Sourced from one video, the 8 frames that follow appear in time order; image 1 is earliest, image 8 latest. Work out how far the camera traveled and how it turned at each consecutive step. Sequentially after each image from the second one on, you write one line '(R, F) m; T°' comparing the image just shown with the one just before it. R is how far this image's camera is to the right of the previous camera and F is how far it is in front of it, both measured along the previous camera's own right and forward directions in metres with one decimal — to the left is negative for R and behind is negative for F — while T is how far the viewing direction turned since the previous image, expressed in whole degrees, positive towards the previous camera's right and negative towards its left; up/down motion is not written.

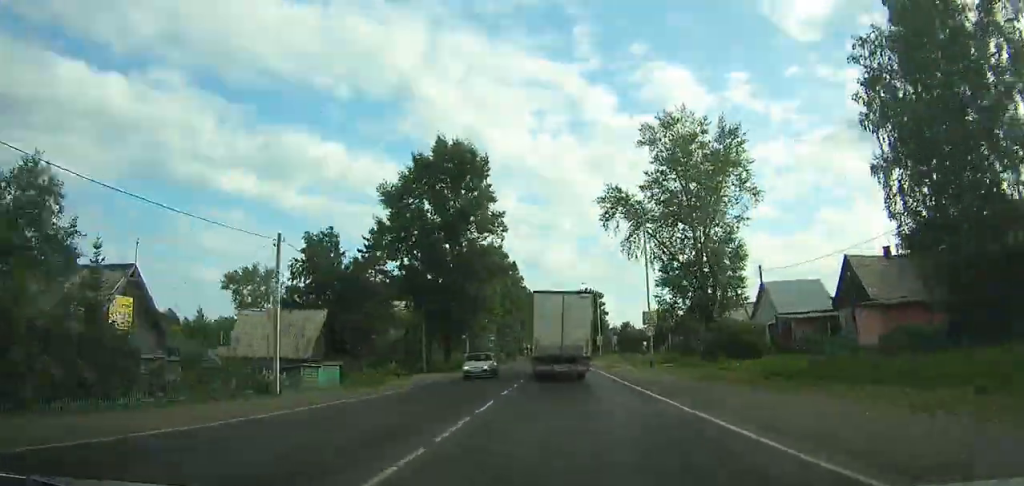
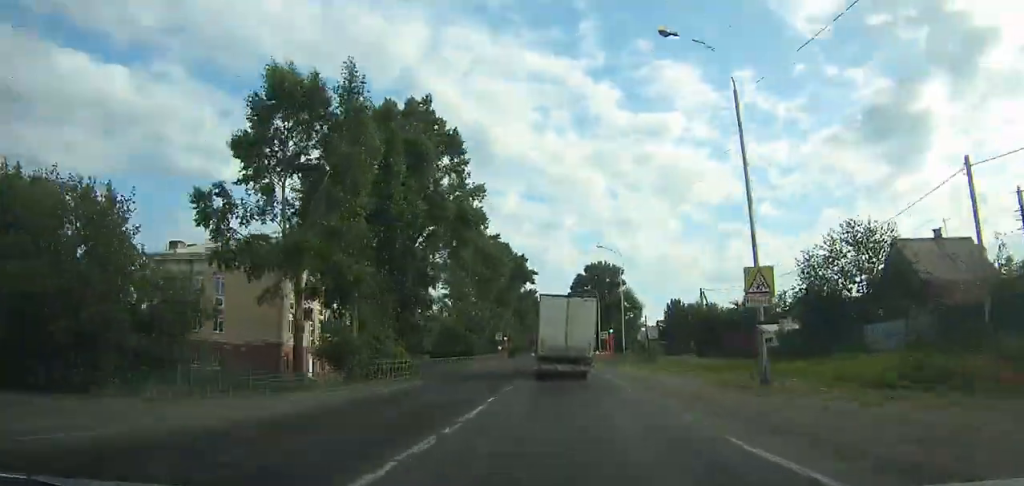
(+2.7, +69.7) m; +2°
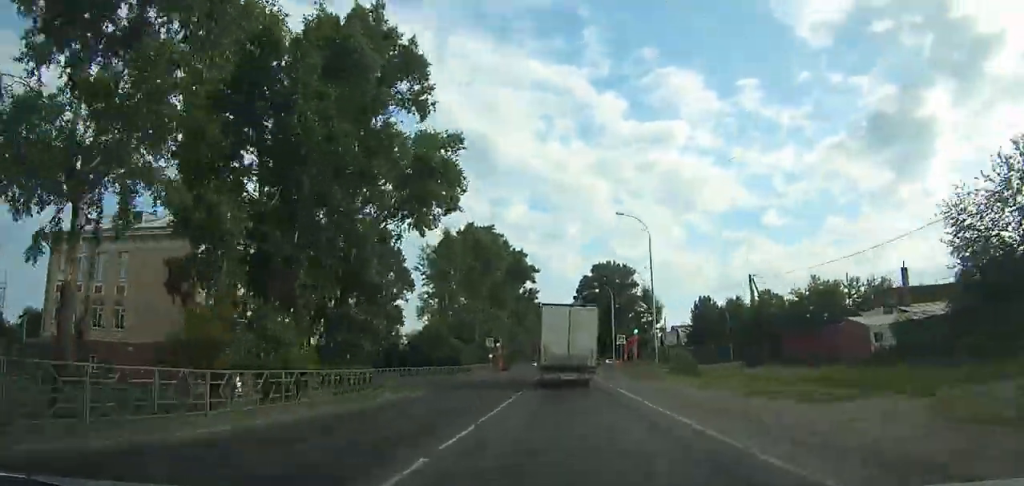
(-0.1, +15.5) m; 0°
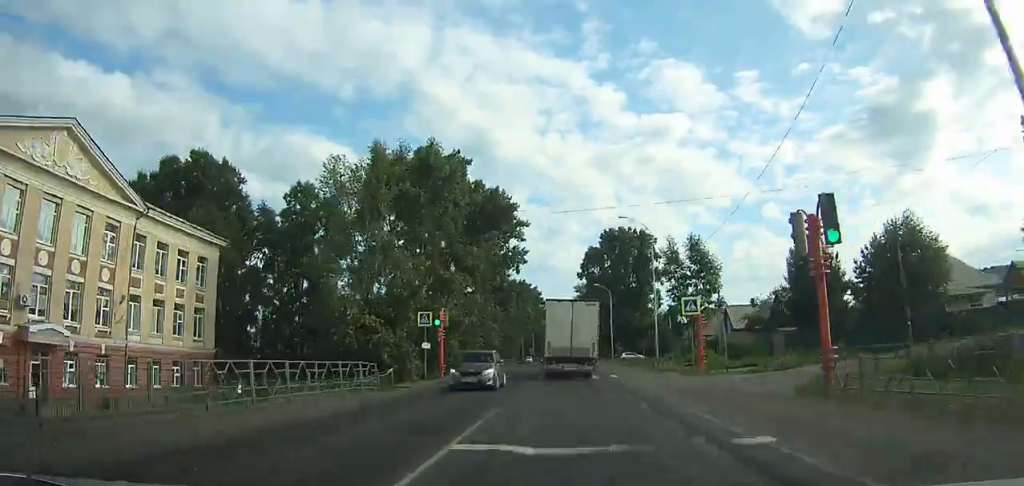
(0.0, +30.5) m; +3°
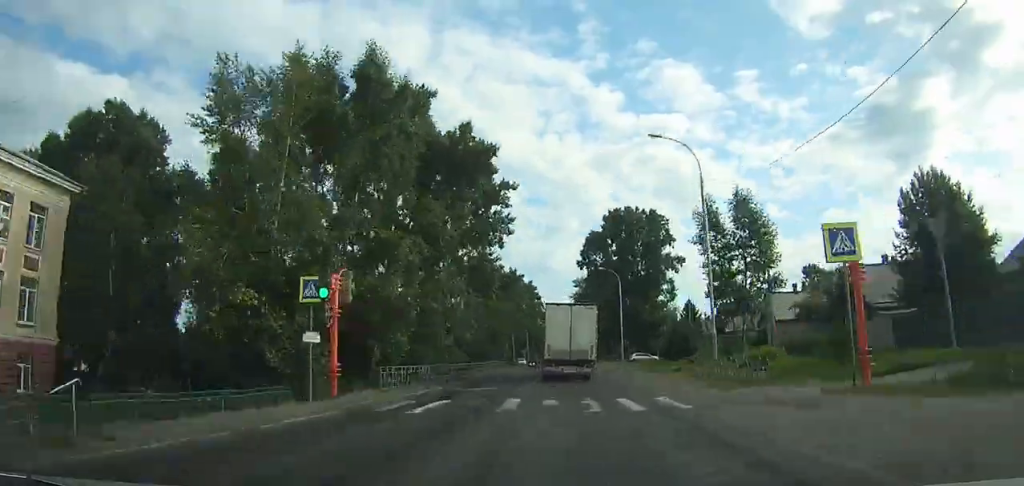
(-0.7, +15.2) m; +3°
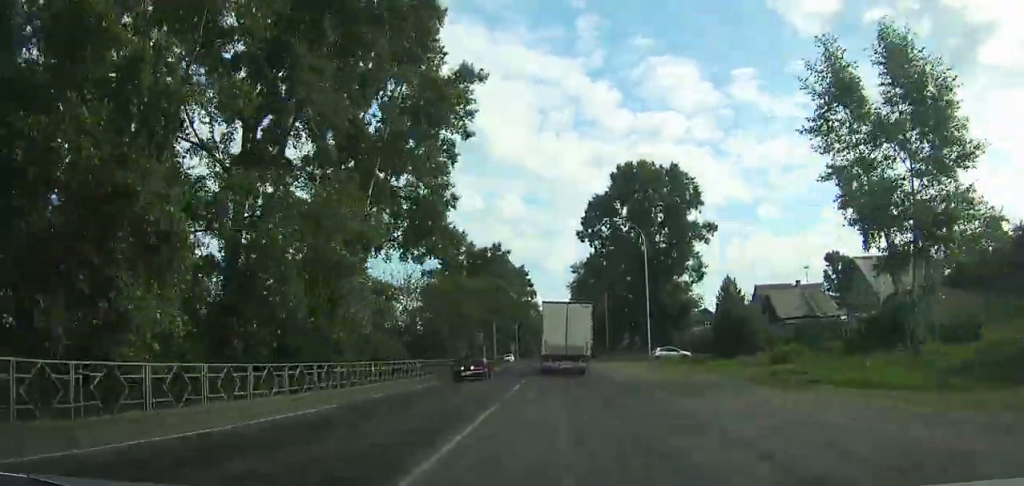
(+1.6, +18.0) m; +5°
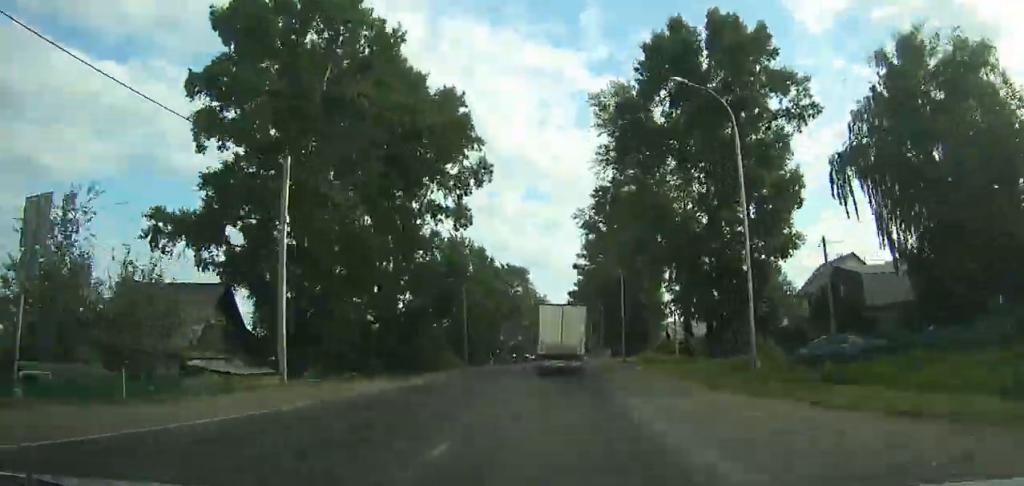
(+1.5, +78.1) m; -20°
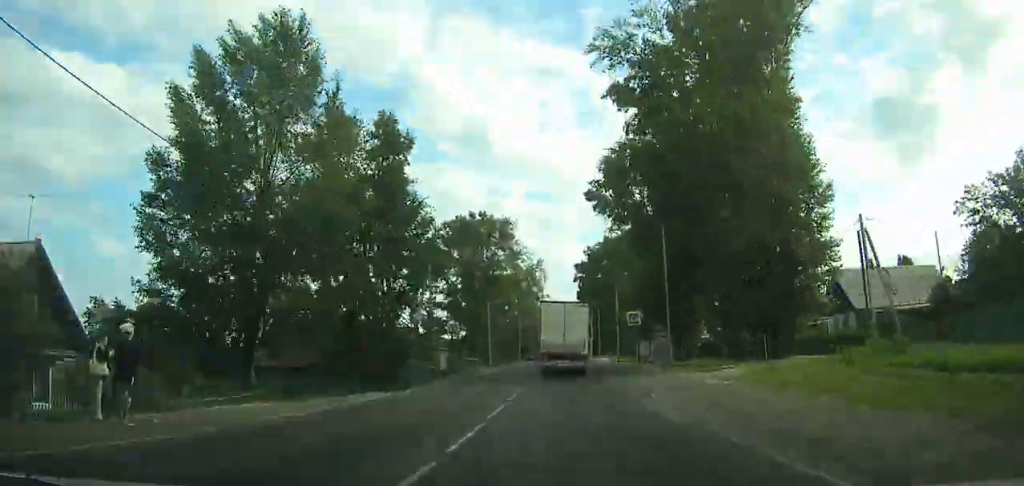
(-14.0, +55.2) m; -17°
